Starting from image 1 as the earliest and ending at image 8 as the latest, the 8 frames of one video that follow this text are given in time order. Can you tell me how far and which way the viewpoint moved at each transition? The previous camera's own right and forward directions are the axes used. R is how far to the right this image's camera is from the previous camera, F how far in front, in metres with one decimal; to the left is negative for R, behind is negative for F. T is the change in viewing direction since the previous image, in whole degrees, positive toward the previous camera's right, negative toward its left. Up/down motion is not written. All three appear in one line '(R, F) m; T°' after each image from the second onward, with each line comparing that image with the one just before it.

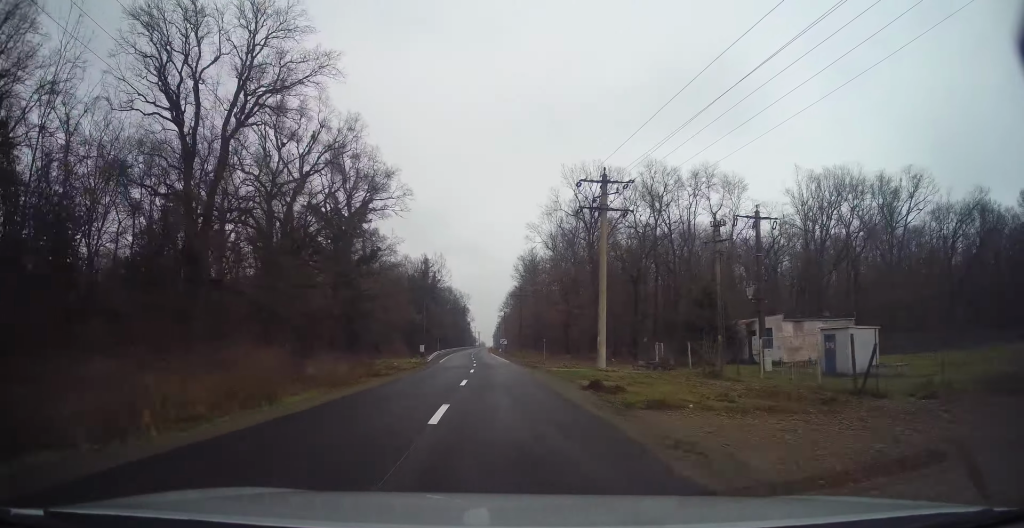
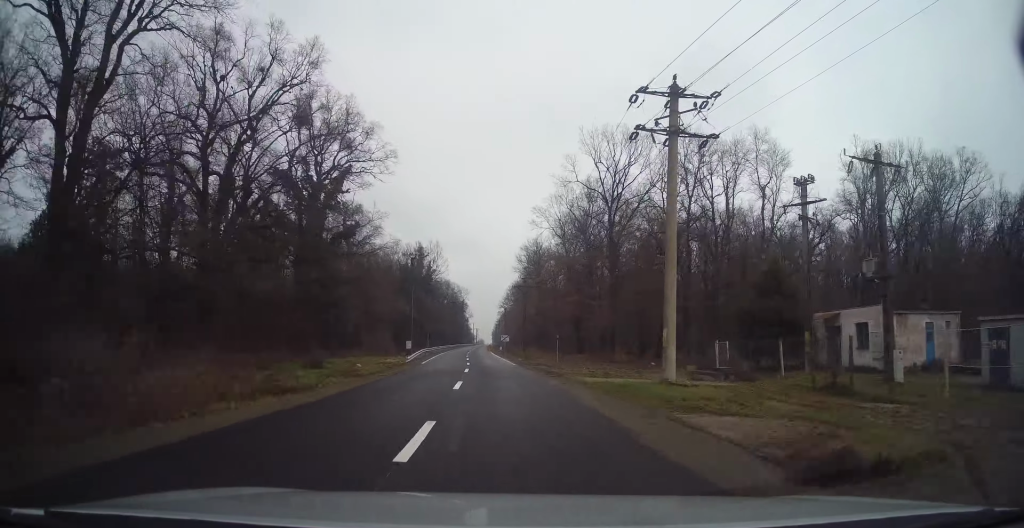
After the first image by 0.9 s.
(-0.1, +12.6) m; 0°
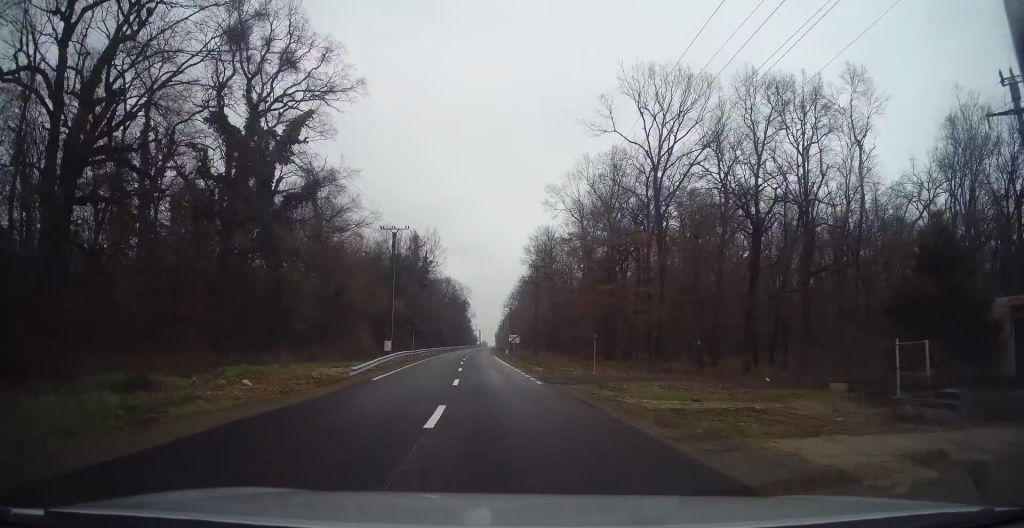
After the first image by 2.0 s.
(0.0, +15.7) m; 0°
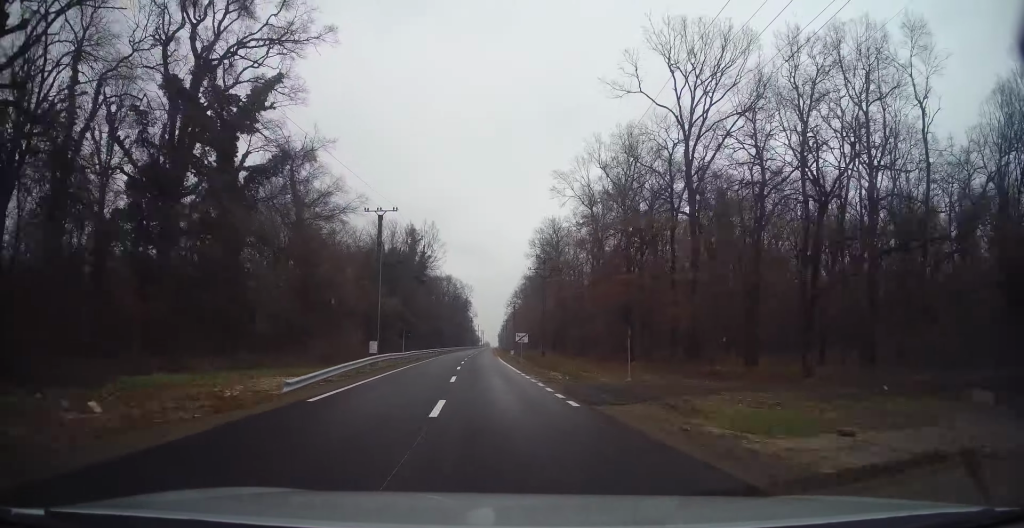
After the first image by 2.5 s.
(0.0, +7.7) m; 0°
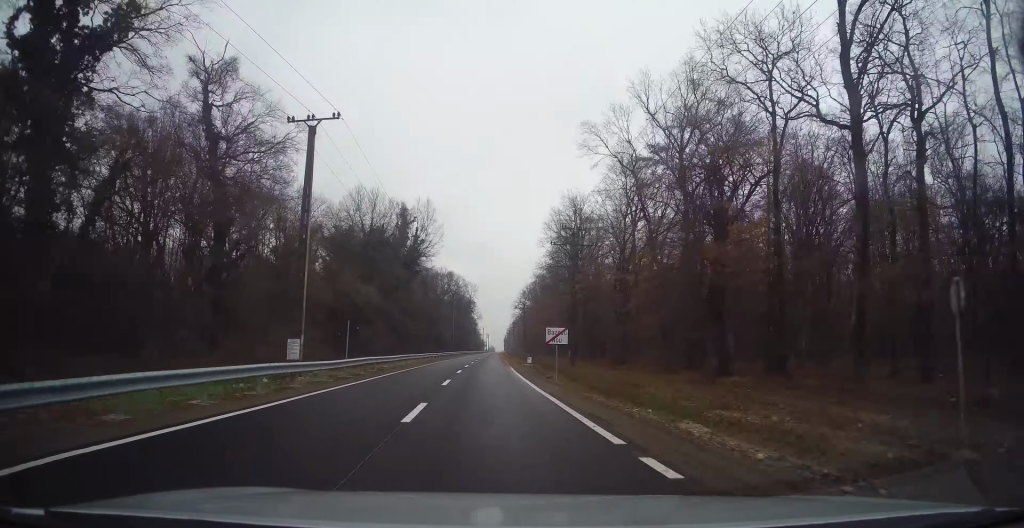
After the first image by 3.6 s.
(0.0, +18.5) m; 0°
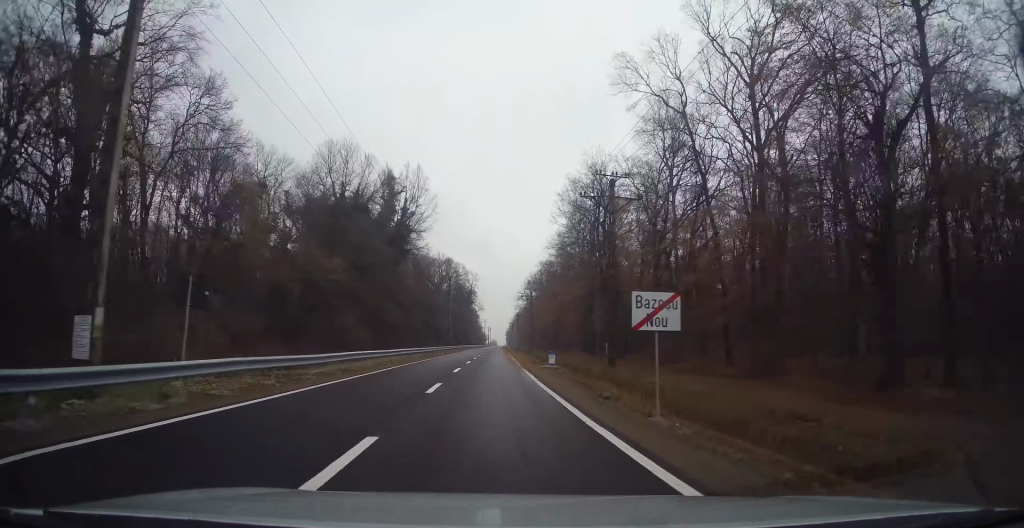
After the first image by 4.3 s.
(0.0, +13.7) m; 0°
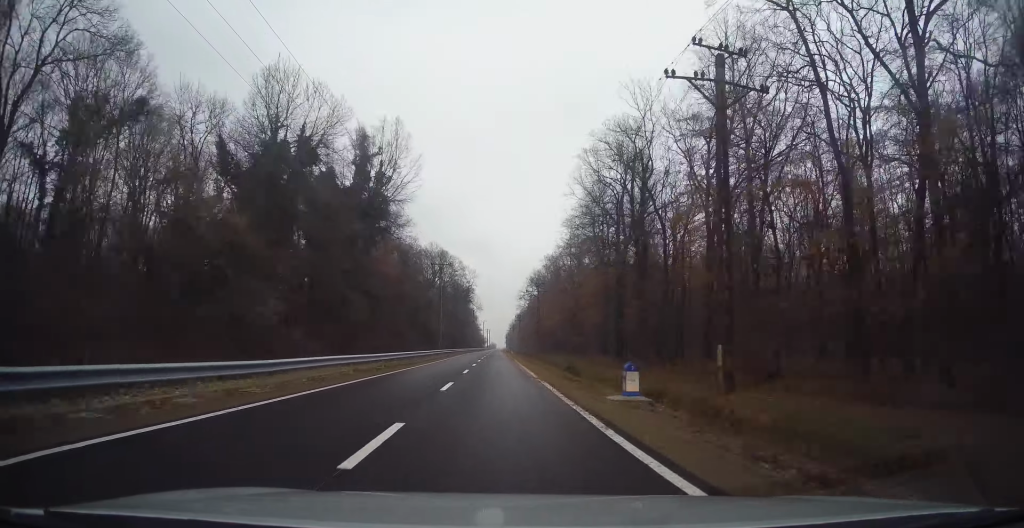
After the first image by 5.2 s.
(0.0, +16.9) m; 0°
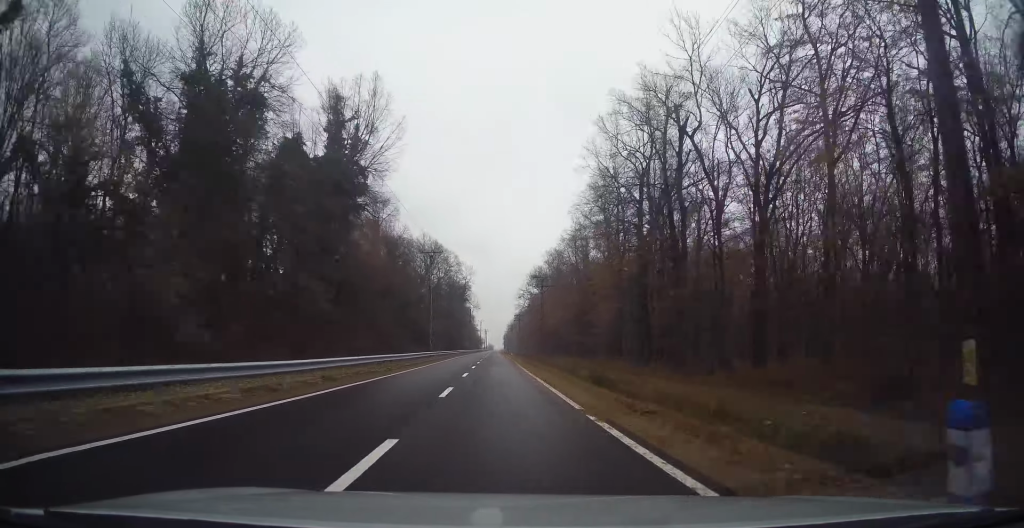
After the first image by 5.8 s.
(0.0, +10.4) m; 0°
